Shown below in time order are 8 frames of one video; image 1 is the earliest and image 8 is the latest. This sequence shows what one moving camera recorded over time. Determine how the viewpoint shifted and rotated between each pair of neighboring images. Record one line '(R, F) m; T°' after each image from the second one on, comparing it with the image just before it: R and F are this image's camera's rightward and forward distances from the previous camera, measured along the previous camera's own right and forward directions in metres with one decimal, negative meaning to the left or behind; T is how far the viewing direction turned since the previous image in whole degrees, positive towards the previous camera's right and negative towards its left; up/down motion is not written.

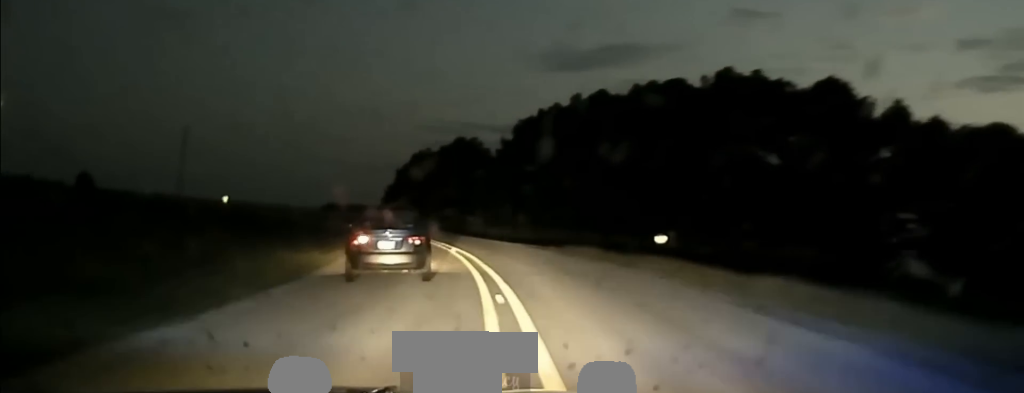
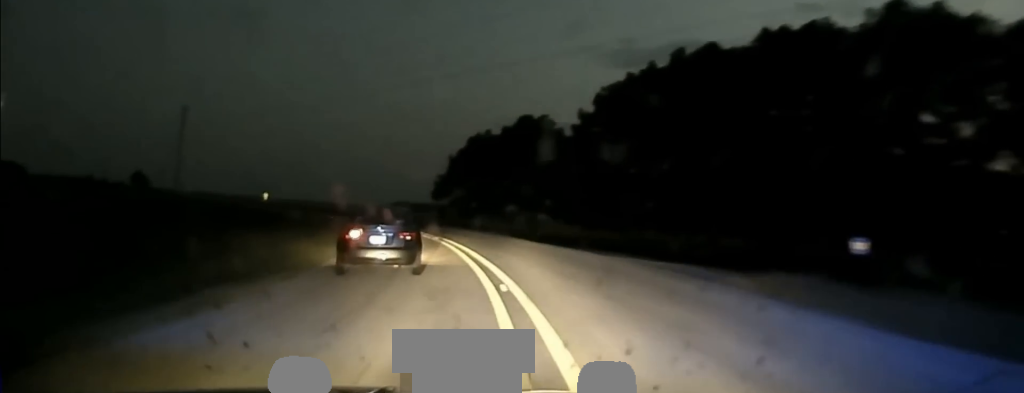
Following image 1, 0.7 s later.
(-2.0, +23.2) m; -6°
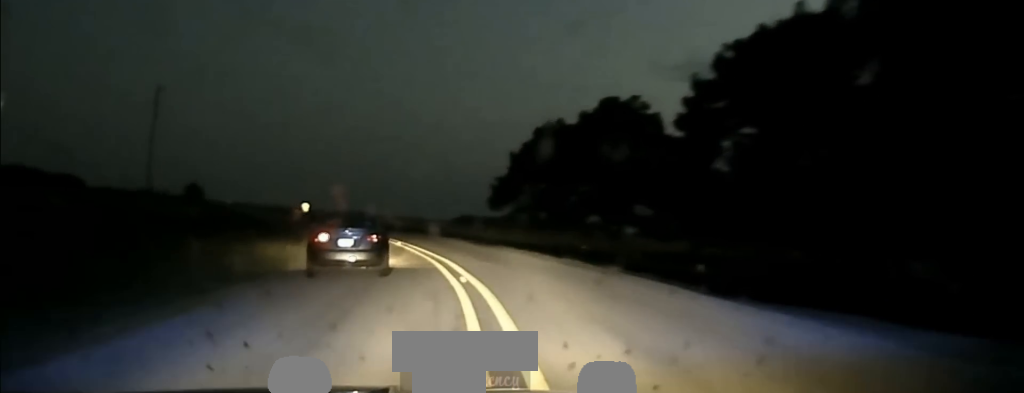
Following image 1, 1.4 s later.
(-1.2, +21.1) m; -5°
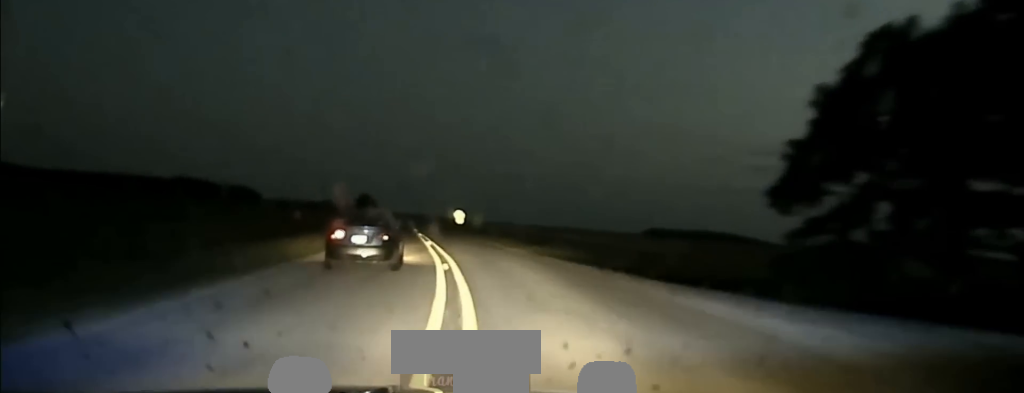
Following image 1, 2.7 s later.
(-3.7, +43.0) m; -11°
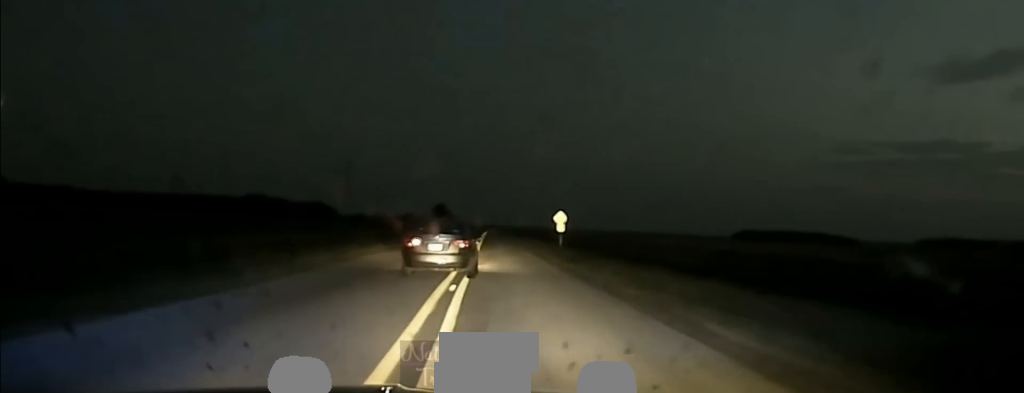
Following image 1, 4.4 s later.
(-4.5, +53.8) m; -6°
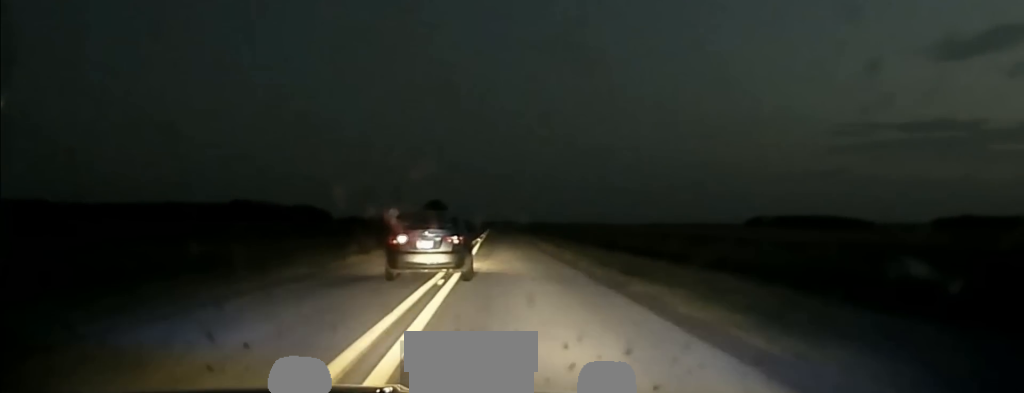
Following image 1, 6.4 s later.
(-0.1, +72.6) m; 0°
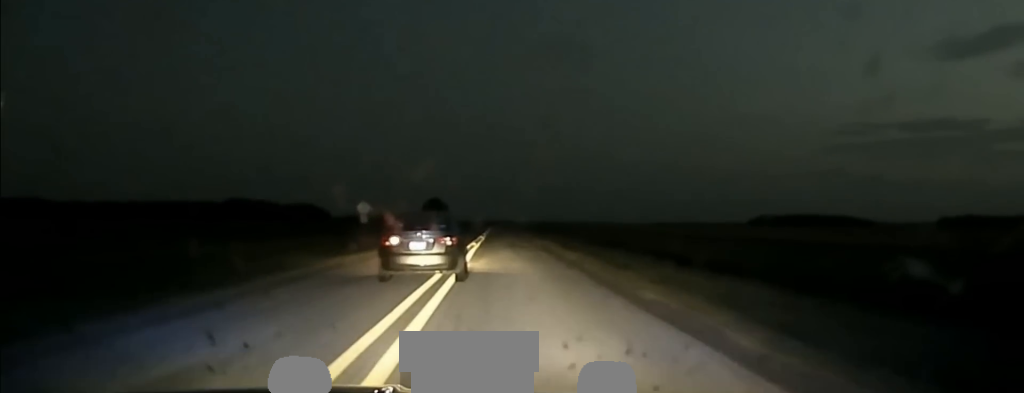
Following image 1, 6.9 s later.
(0.0, +16.4) m; 0°
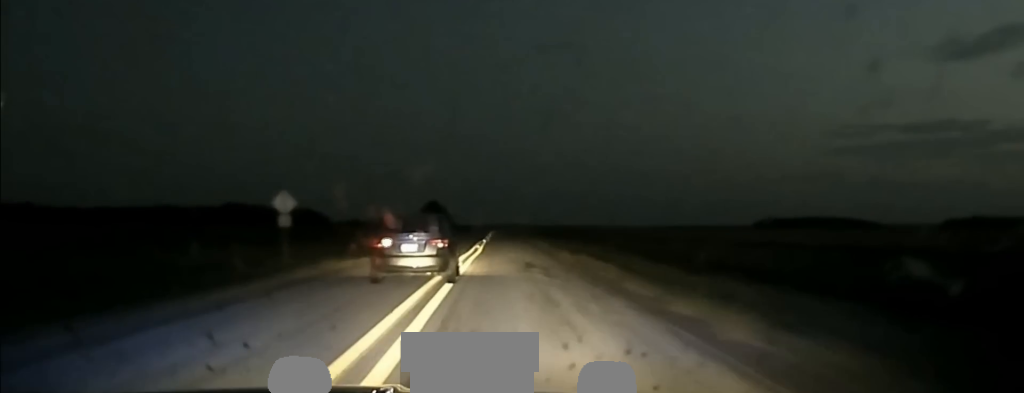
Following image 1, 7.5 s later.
(0.0, +21.2) m; 0°
